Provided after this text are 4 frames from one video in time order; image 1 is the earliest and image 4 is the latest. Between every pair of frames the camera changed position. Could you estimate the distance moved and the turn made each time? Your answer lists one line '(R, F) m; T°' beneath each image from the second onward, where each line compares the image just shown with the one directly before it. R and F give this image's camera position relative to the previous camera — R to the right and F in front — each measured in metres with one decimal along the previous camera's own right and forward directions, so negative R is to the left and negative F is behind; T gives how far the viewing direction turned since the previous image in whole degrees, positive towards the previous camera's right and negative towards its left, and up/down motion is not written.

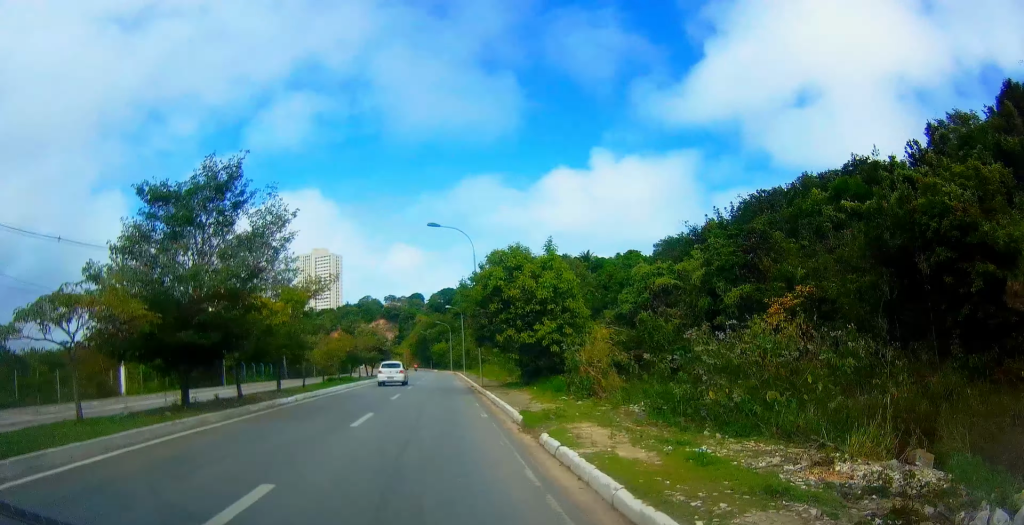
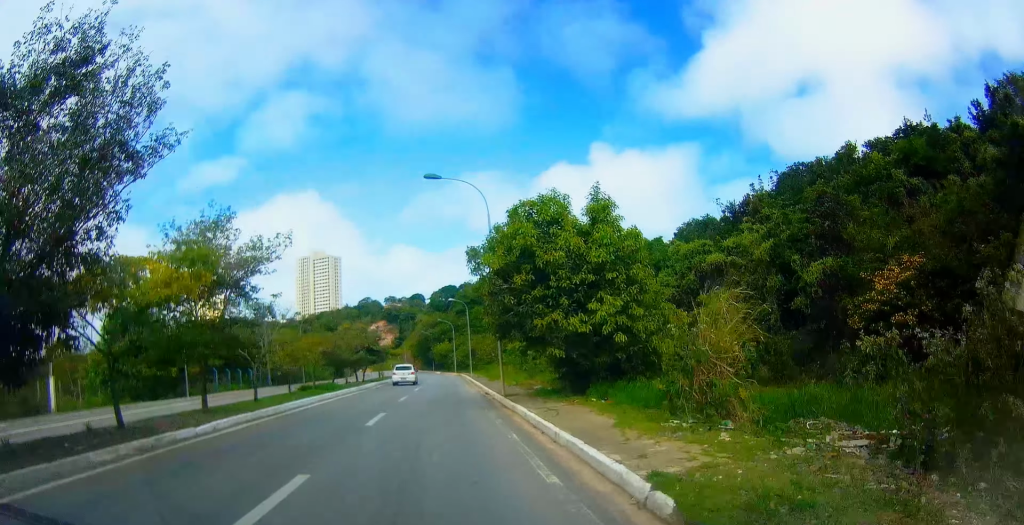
(+0.1, +8.7) m; -2°
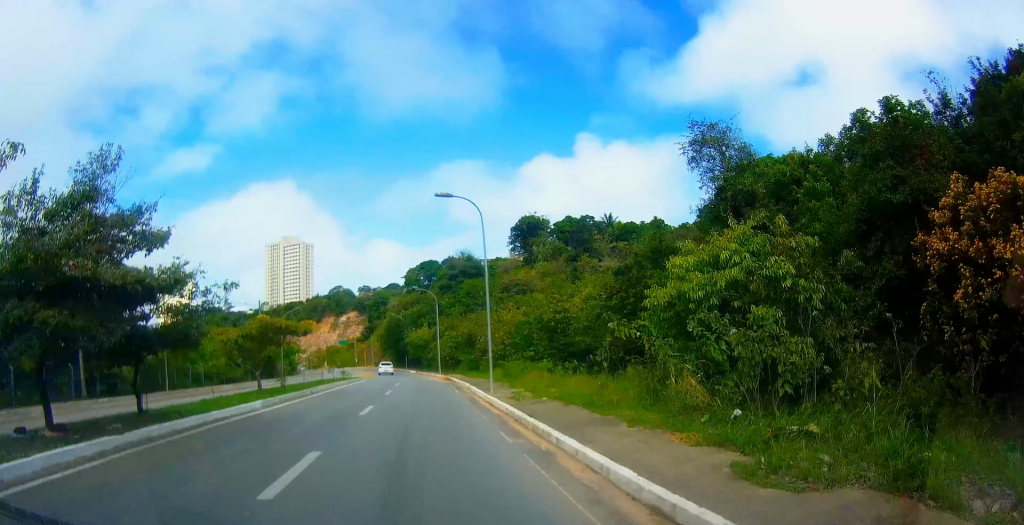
(+0.3, +35.6) m; +2°
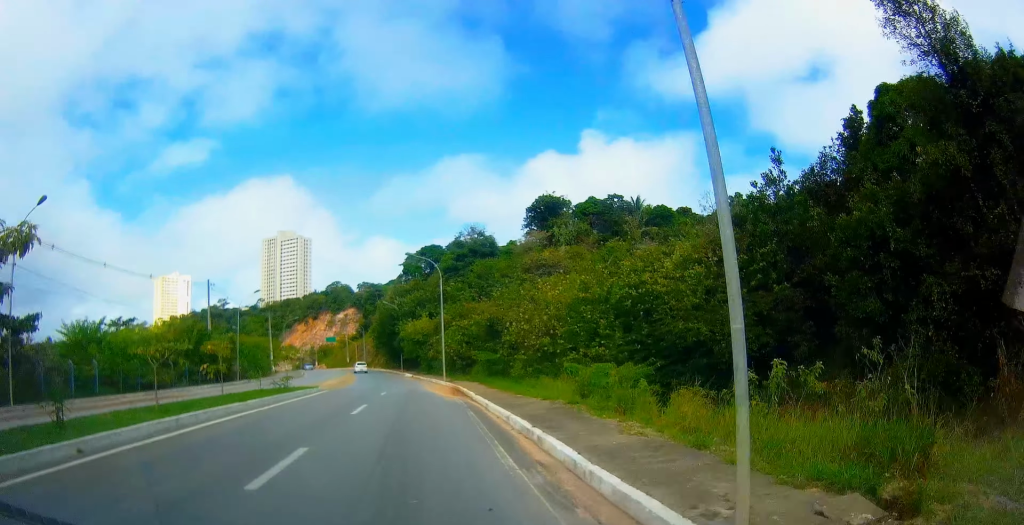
(0.0, +18.8) m; 0°
